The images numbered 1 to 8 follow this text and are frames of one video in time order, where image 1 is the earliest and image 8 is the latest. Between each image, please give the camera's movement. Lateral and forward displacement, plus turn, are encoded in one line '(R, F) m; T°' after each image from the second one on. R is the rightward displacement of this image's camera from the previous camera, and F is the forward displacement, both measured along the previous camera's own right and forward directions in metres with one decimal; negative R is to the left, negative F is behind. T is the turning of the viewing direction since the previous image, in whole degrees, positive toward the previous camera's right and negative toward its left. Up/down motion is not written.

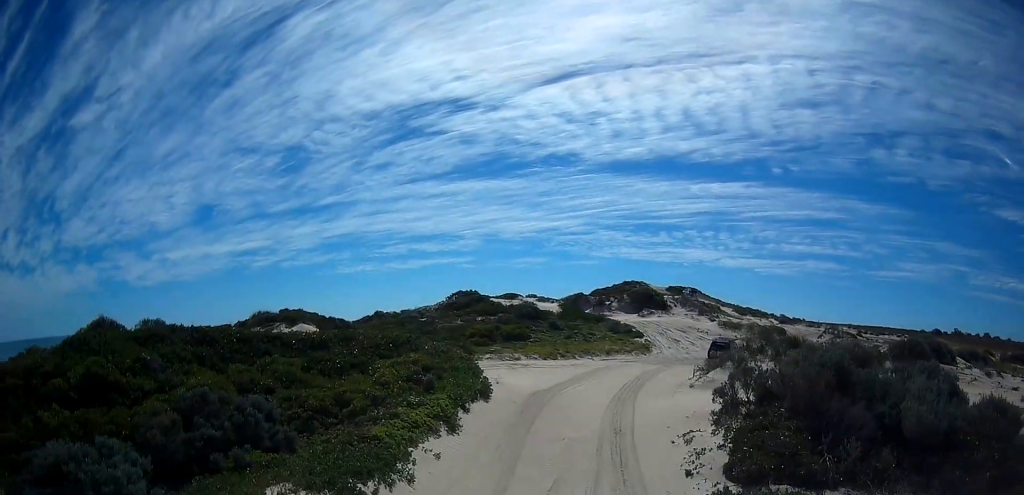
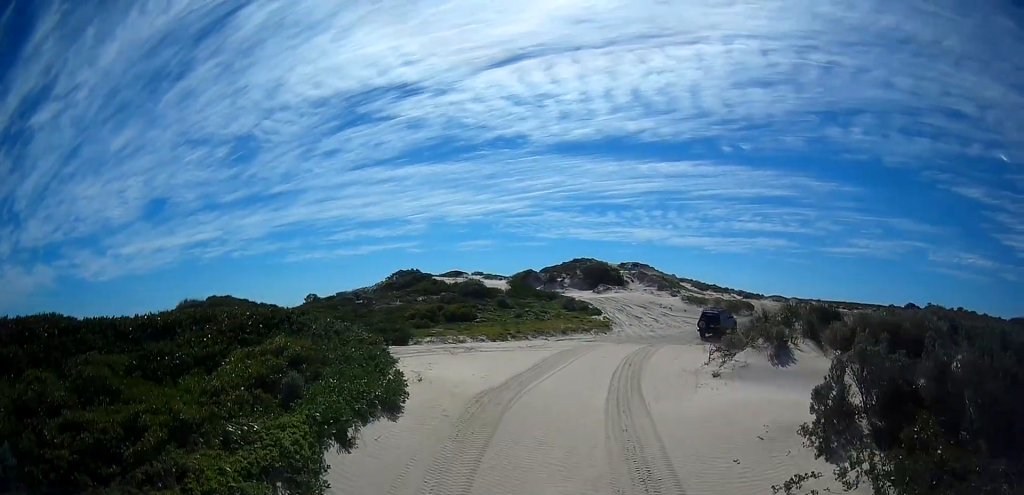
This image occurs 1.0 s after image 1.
(+0.7, +4.3) m; +10°
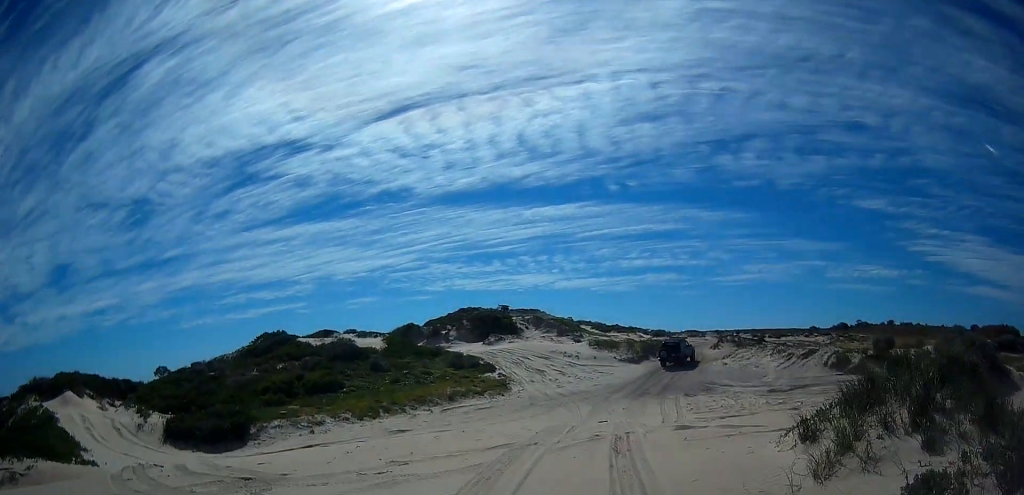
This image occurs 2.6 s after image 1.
(+0.1, +7.7) m; +1°
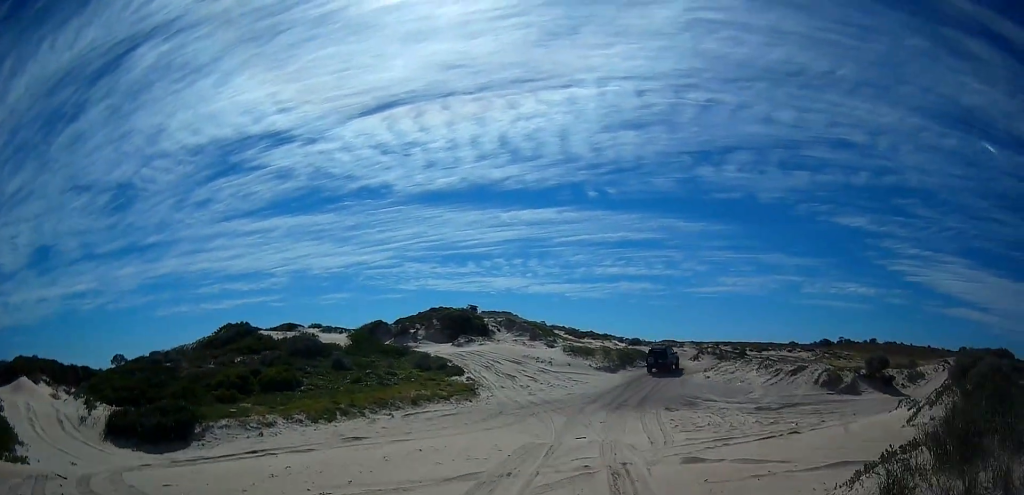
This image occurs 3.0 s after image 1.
(0.0, +2.2) m; 0°
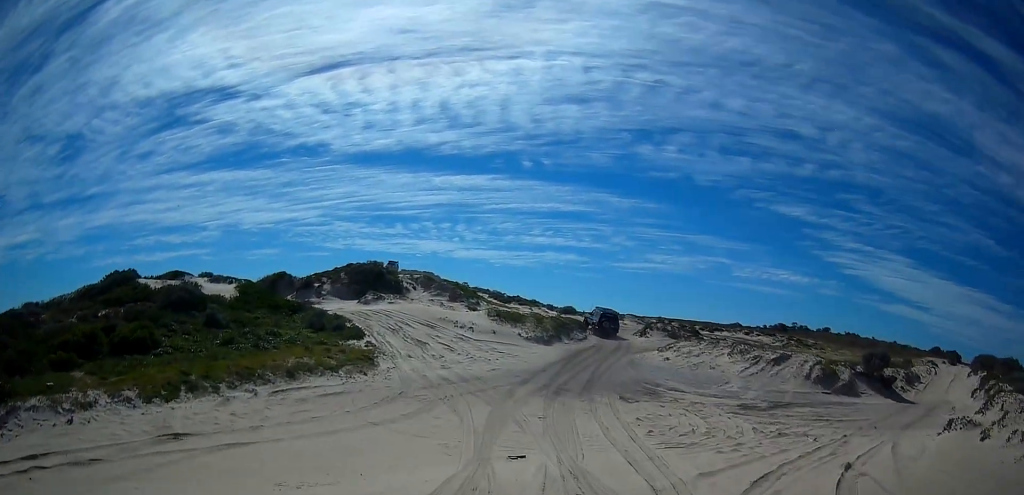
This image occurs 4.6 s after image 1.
(0.0, +7.7) m; +9°
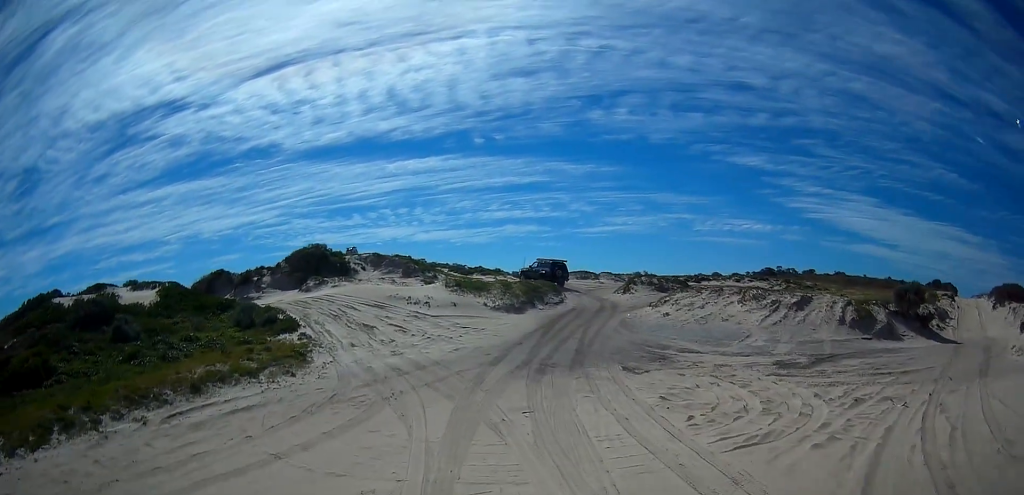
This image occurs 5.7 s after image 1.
(+0.9, +5.5) m; +8°
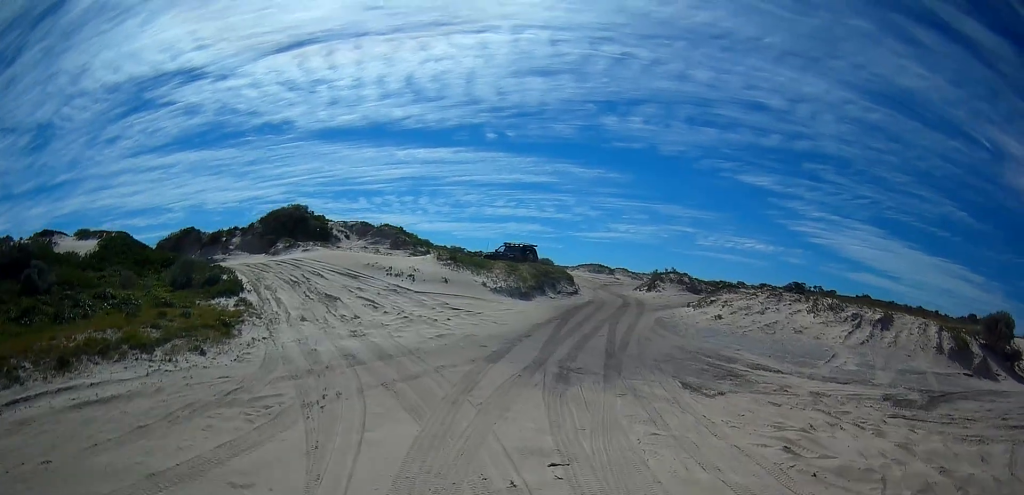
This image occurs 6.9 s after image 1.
(-0.3, +6.1) m; -2°
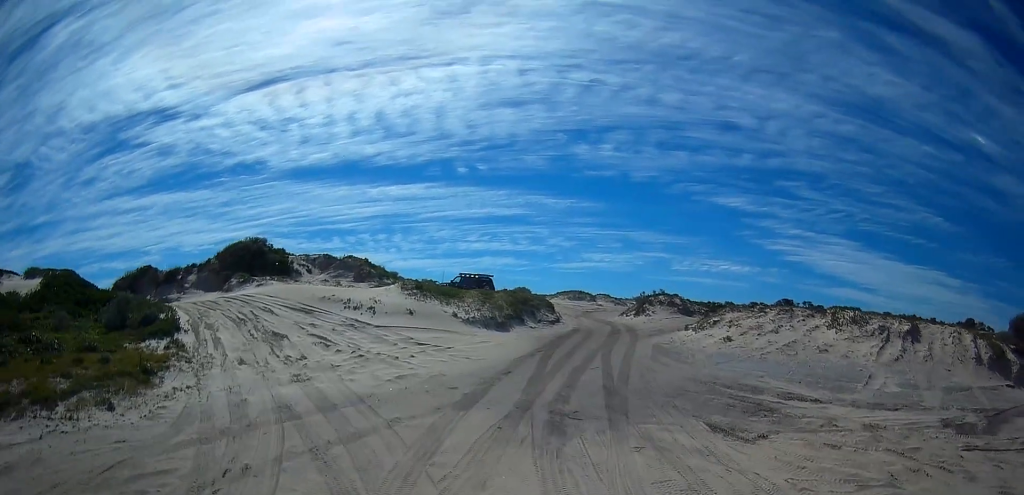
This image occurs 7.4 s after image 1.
(0.0, +2.9) m; +5°
